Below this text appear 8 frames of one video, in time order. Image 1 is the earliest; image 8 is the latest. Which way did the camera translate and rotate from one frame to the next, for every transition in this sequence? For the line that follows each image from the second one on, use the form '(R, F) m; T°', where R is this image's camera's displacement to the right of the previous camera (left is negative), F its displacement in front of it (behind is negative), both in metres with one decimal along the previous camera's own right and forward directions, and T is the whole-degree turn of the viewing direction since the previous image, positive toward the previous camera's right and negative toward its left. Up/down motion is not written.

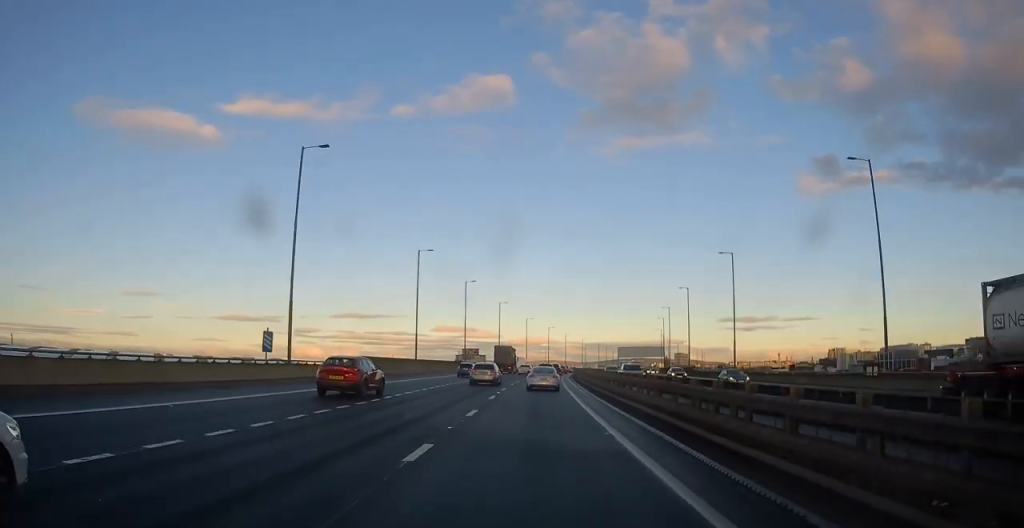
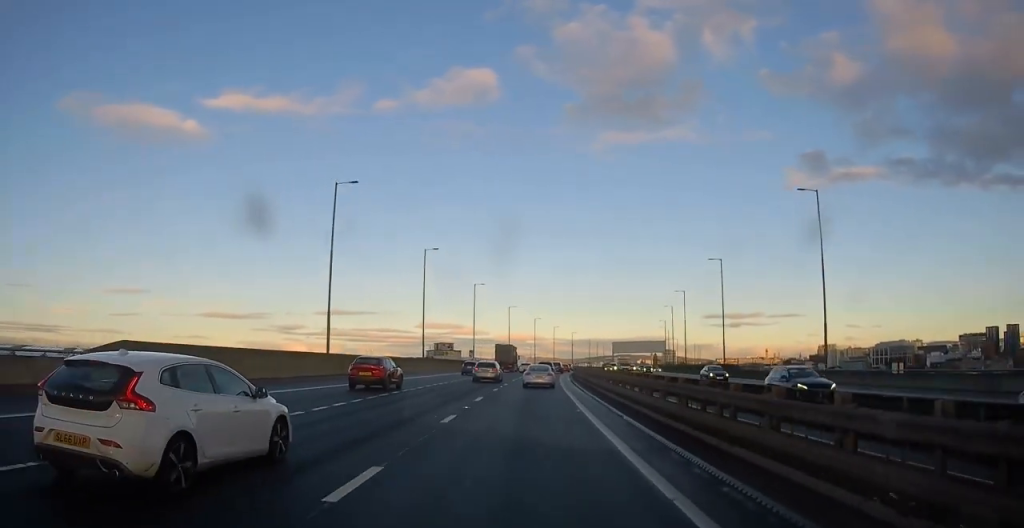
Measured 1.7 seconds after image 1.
(+0.1, +28.8) m; 0°
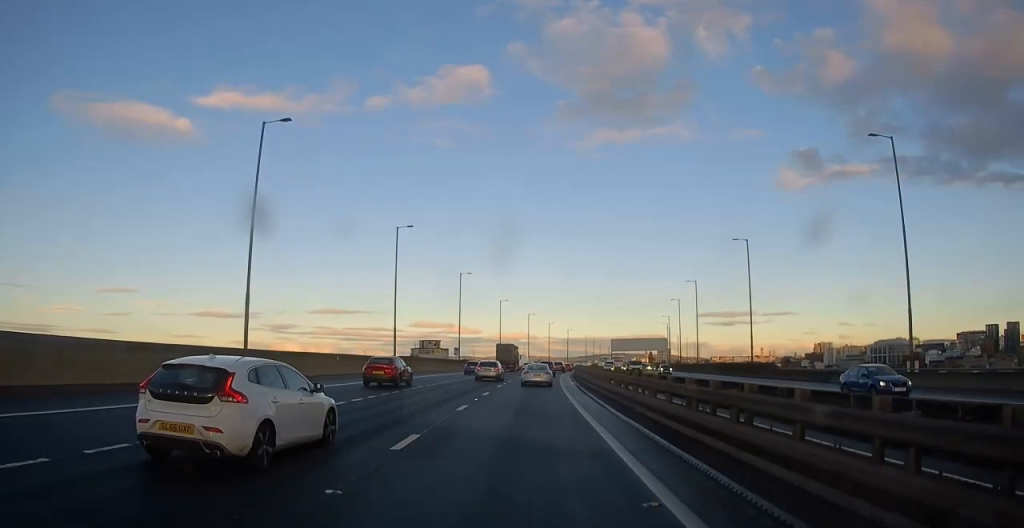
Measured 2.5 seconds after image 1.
(-0.2, +13.4) m; 0°
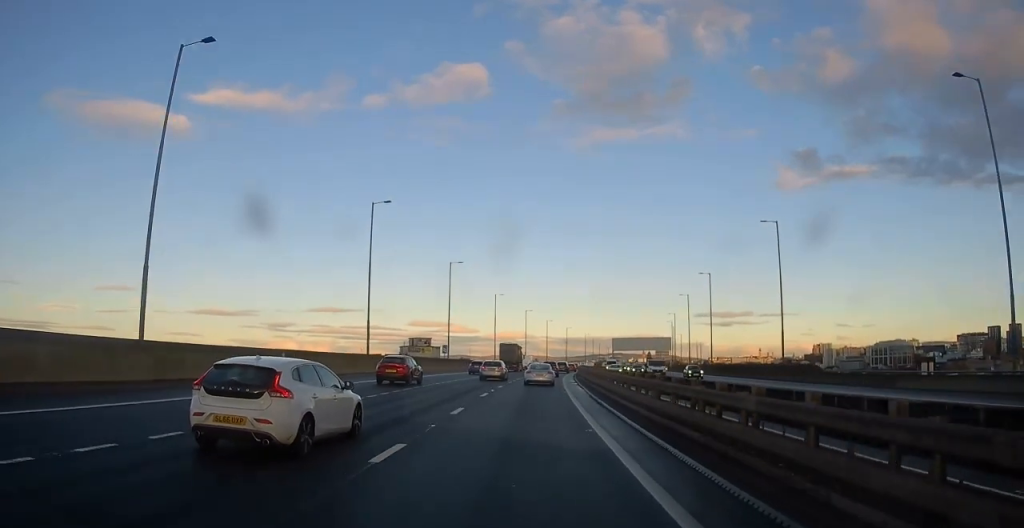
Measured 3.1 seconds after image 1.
(+0.1, +10.1) m; +1°
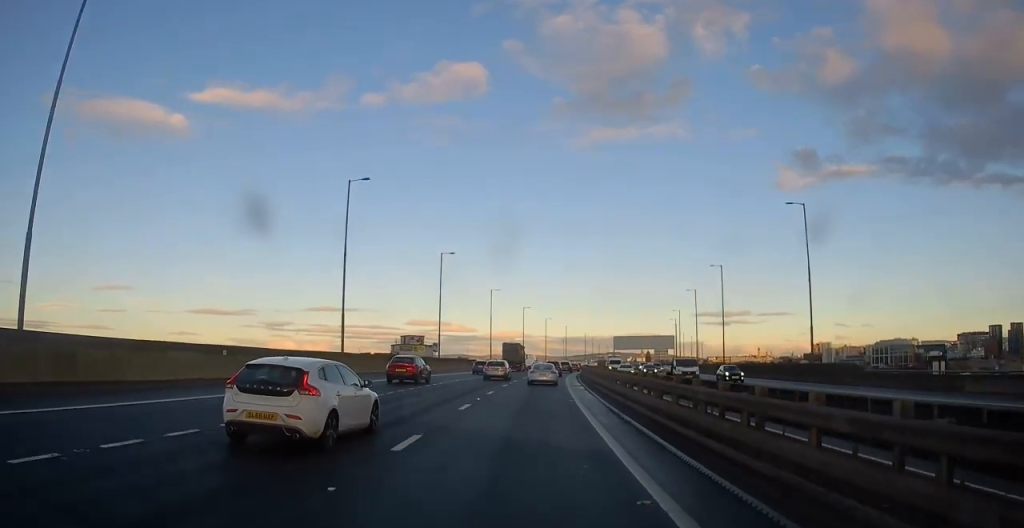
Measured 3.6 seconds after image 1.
(0.0, +7.3) m; +1°
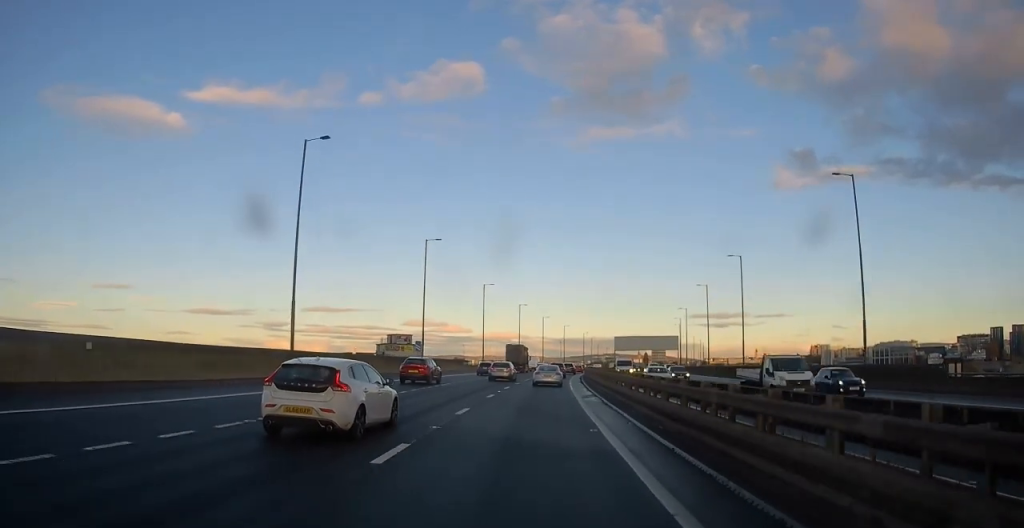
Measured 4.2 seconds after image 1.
(+0.2, +10.2) m; 0°
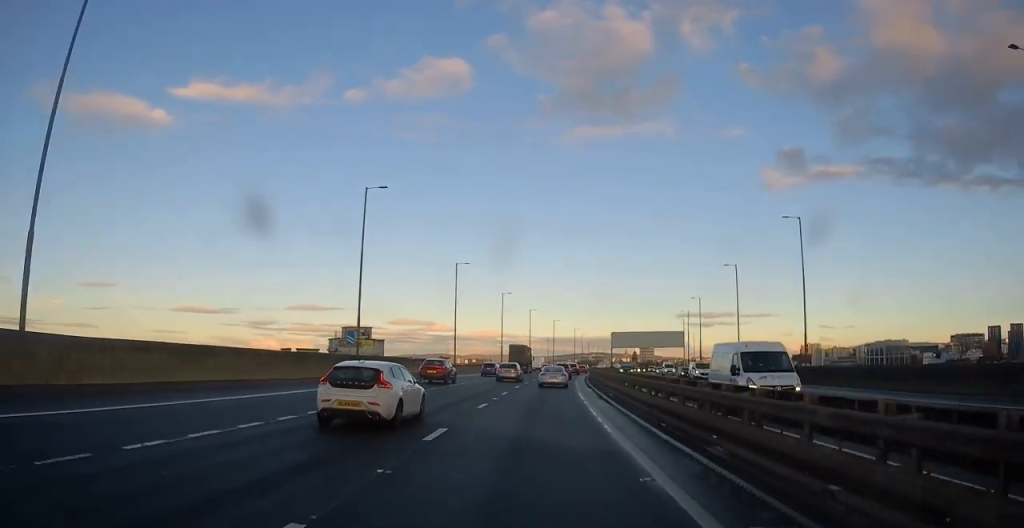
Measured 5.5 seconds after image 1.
(-0.1, +22.9) m; +1°
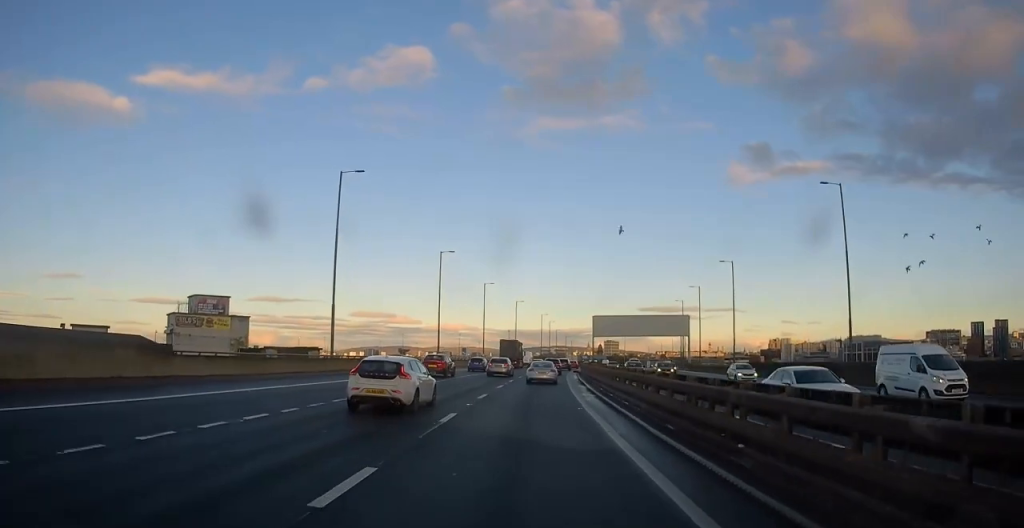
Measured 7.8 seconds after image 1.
(+0.9, +40.7) m; +2°
